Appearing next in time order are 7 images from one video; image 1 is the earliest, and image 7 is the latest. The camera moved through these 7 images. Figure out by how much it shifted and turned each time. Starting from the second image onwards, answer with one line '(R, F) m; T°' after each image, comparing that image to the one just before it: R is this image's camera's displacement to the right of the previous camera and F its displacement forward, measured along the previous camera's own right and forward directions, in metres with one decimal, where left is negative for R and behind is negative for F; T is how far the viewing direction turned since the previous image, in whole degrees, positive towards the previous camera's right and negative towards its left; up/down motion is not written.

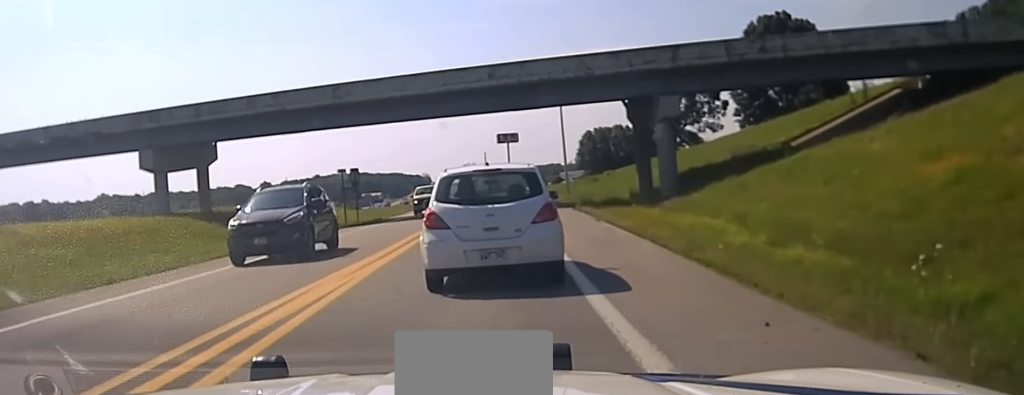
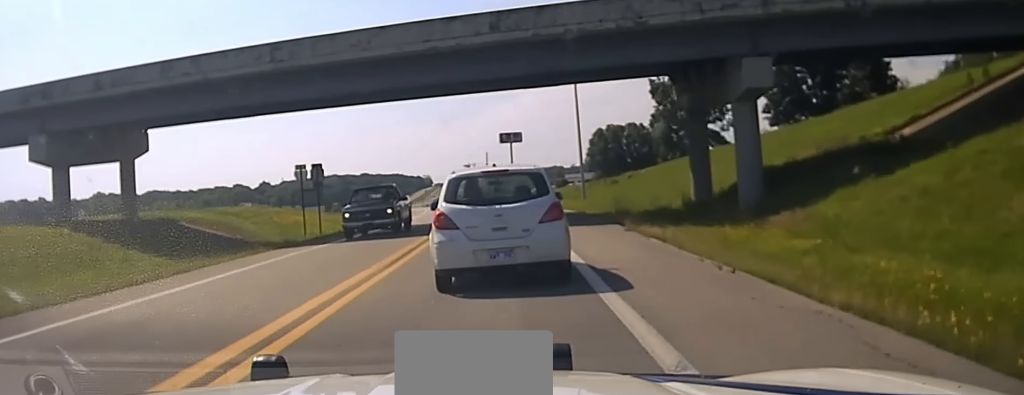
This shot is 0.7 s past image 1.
(0.0, +10.9) m; 0°
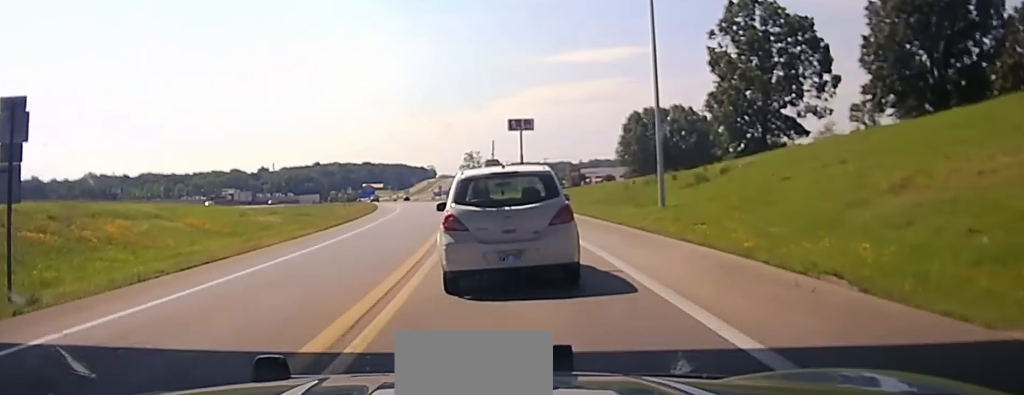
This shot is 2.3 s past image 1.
(-0.3, +28.1) m; -1°
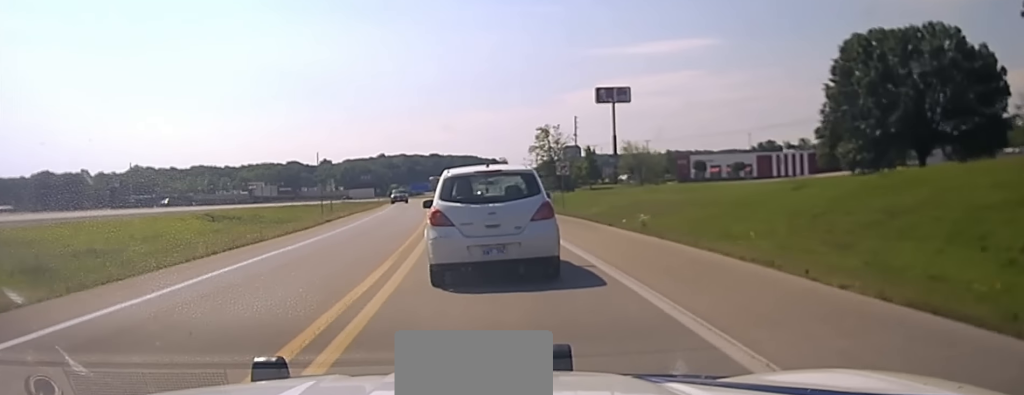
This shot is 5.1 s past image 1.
(-0.8, +61.0) m; -4°
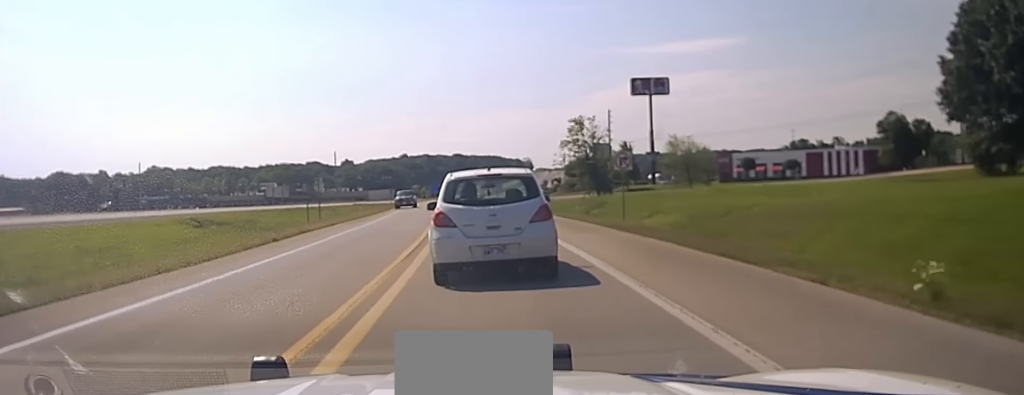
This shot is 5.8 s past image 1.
(-0.3, +17.6) m; -2°
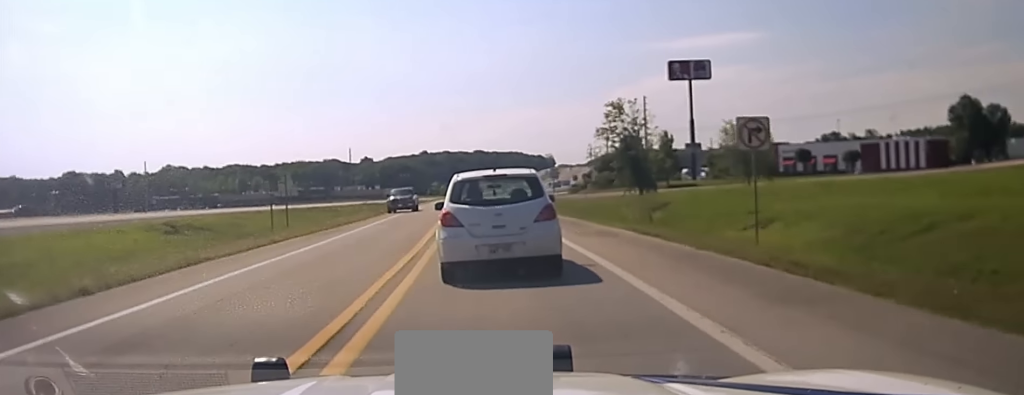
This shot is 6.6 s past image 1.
(-0.4, +19.4) m; -1°
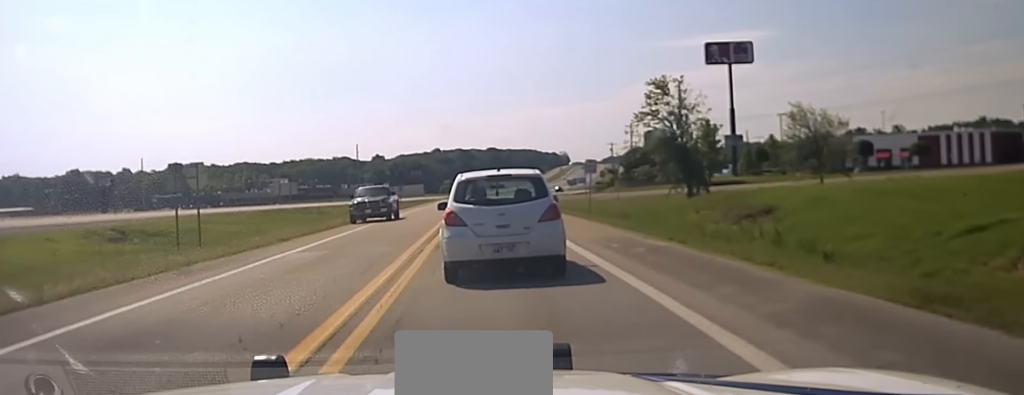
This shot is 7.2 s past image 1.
(0.0, +14.4) m; 0°
